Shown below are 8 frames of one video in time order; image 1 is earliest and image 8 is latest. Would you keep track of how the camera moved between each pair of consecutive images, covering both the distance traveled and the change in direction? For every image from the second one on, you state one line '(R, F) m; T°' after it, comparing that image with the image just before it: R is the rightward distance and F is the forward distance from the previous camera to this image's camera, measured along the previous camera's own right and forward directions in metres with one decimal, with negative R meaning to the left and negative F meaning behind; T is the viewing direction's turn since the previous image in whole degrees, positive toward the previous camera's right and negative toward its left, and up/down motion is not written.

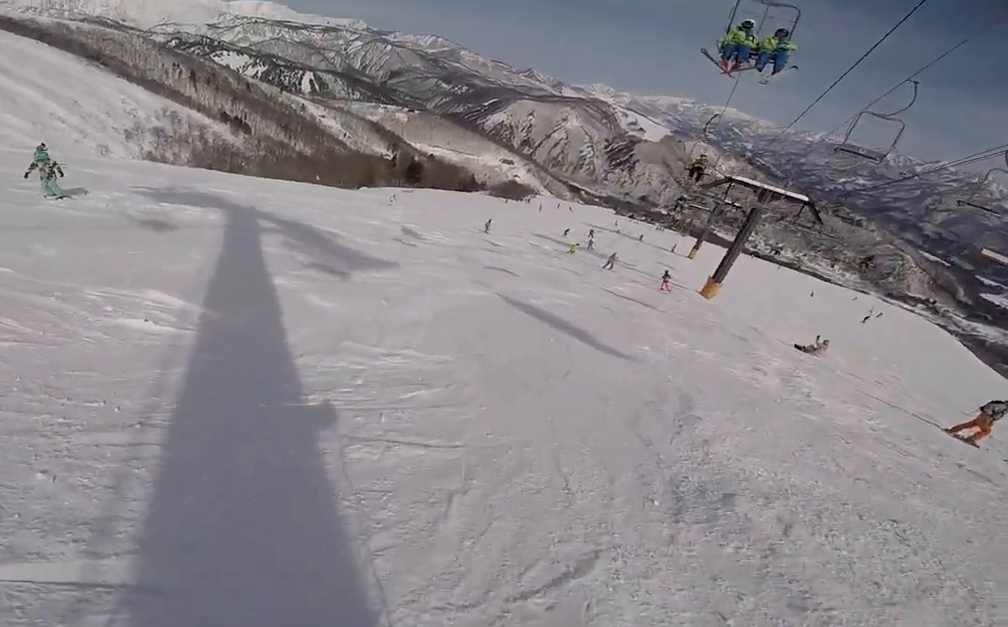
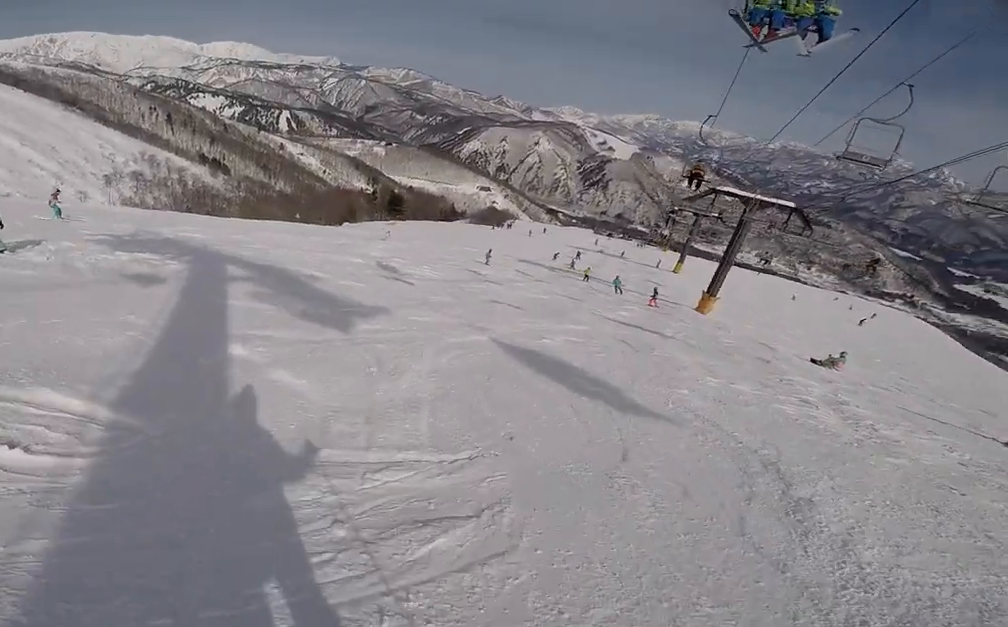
(+0.4, +1.4) m; +8°
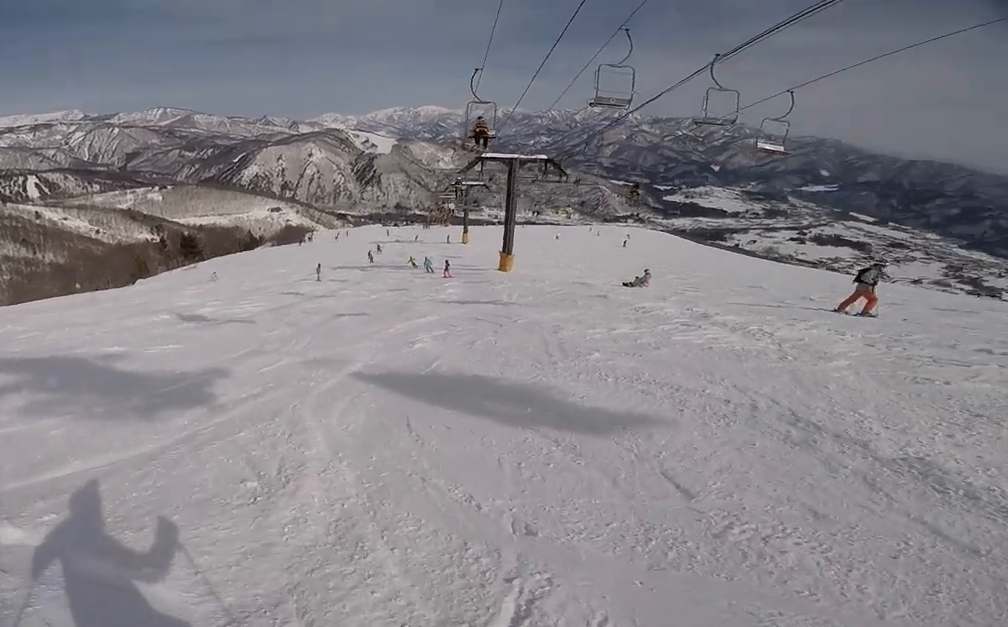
(+0.2, +1.5) m; +8°
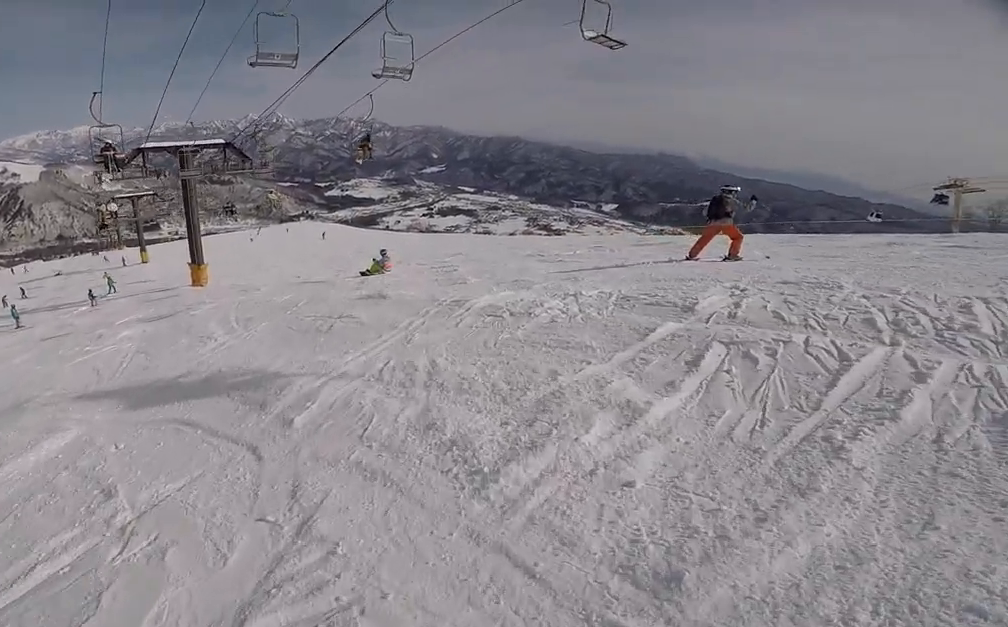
(+1.6, +5.6) m; +43°
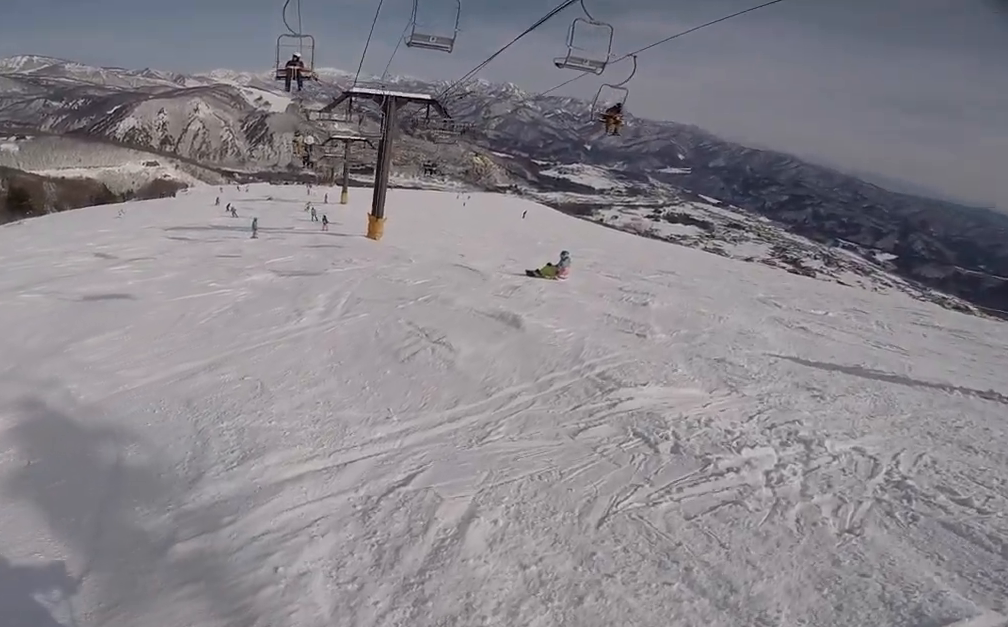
(+0.4, +3.7) m; -3°
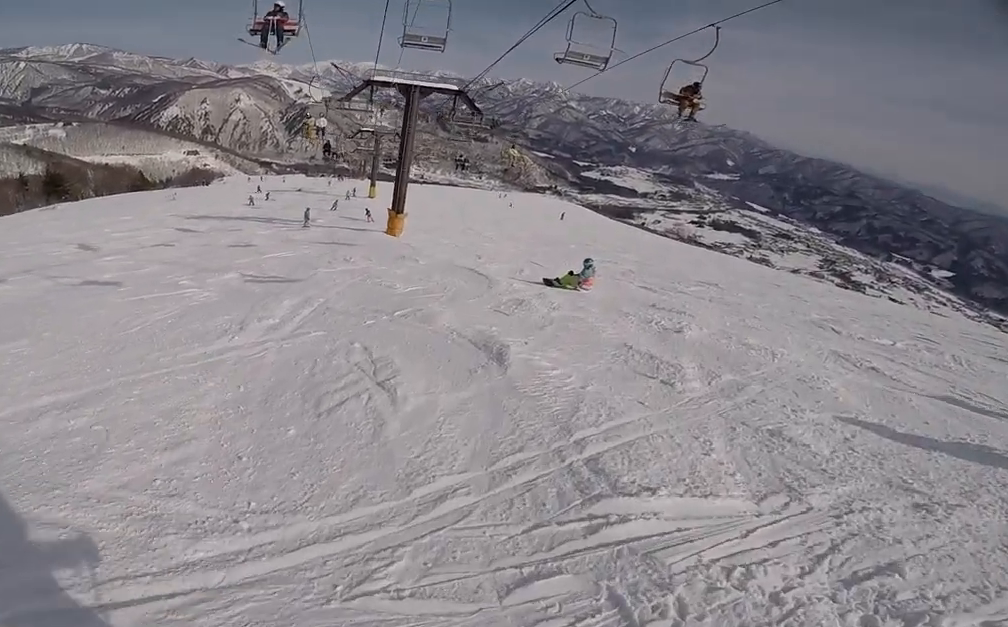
(-0.2, +2.6) m; -29°
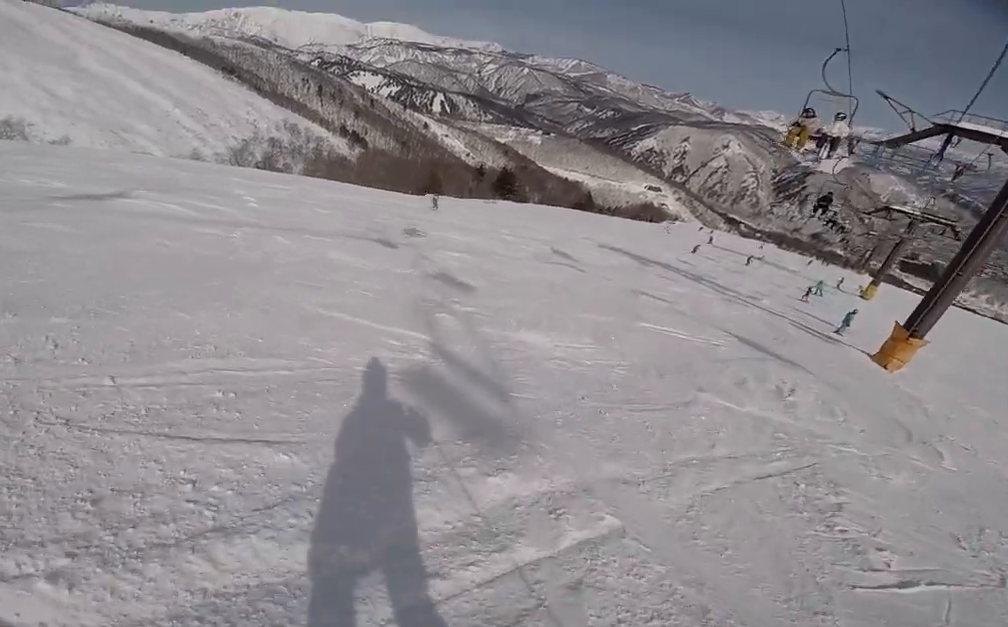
(-2.9, +4.9) m; -34°
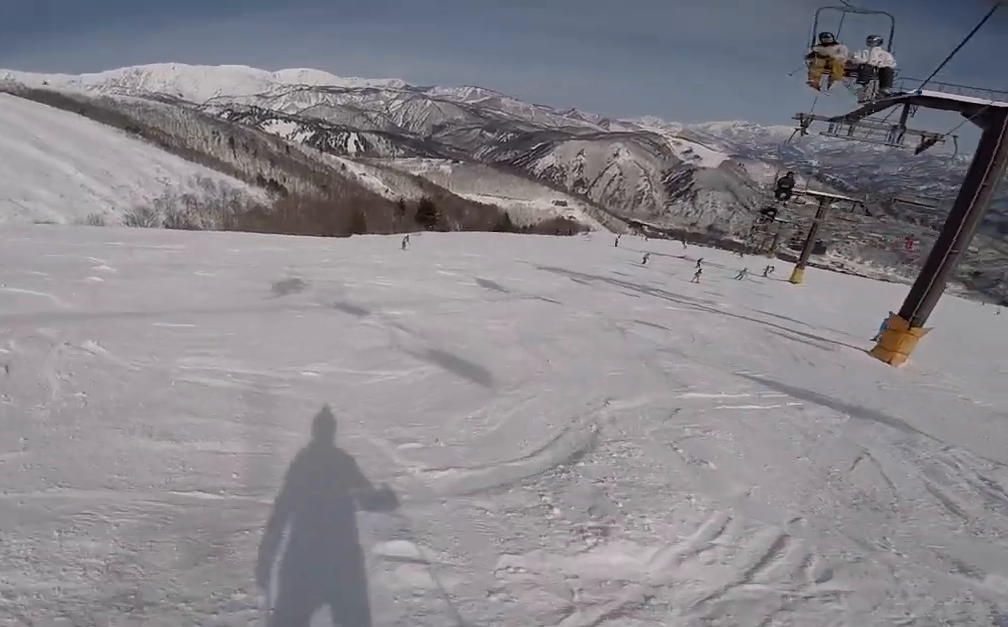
(0.0, +3.9) m; +10°
